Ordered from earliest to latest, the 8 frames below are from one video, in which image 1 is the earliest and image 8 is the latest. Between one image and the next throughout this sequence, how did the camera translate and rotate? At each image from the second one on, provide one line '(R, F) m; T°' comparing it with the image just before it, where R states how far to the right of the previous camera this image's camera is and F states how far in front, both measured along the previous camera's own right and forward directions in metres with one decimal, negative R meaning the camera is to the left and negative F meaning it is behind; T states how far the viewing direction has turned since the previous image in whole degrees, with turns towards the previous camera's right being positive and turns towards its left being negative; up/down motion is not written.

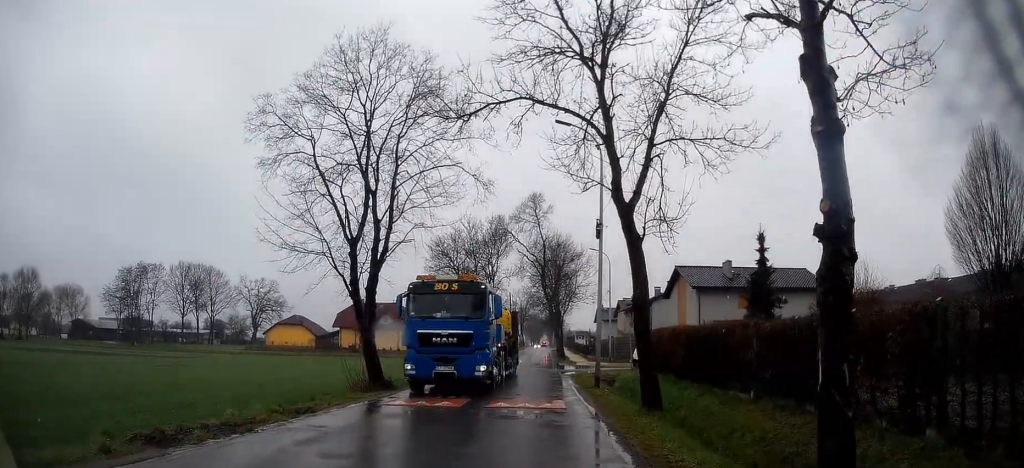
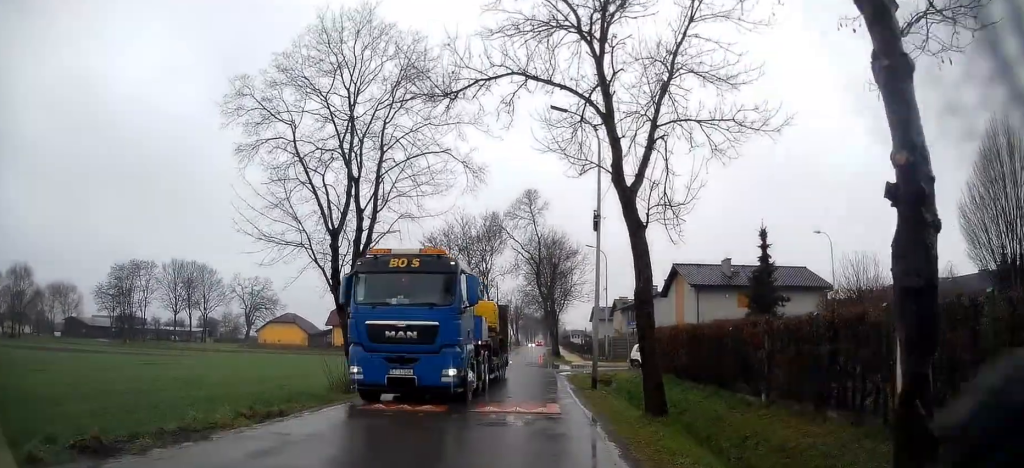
(0.0, +1.3) m; 0°
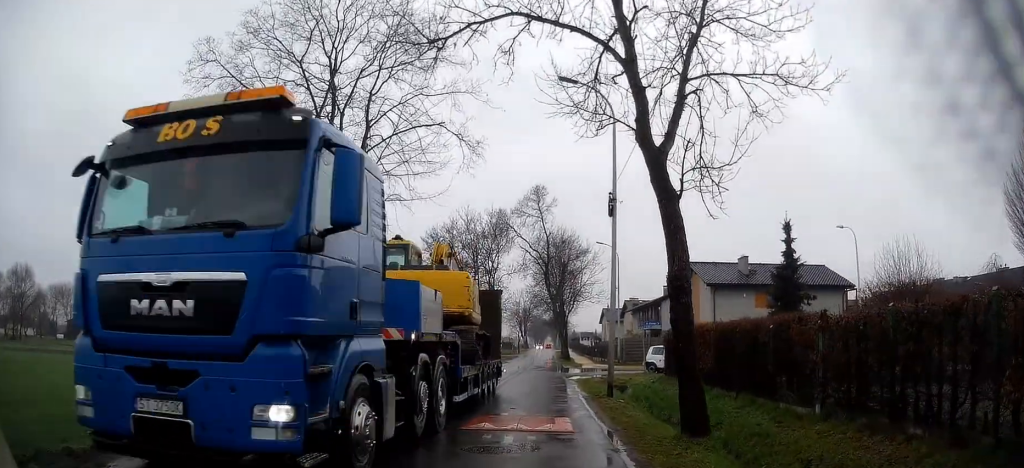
(0.0, +2.2) m; -2°
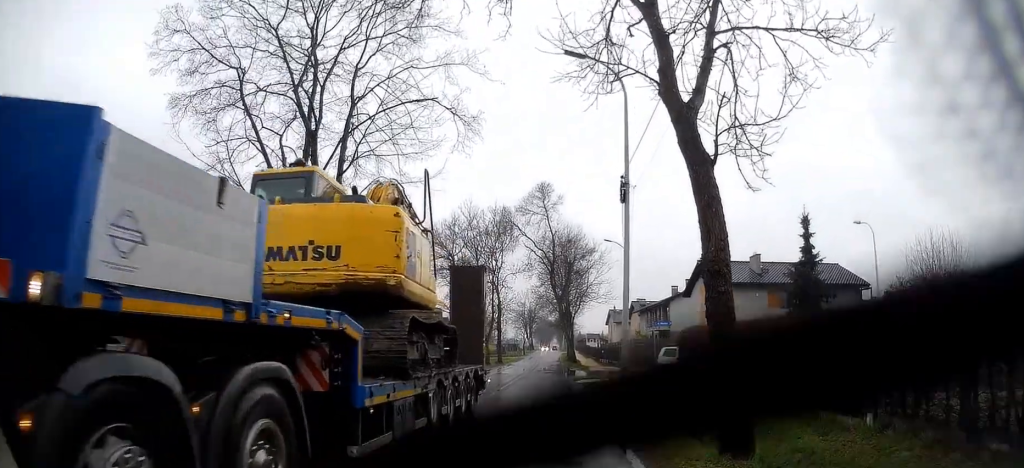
(-0.1, +1.5) m; -4°
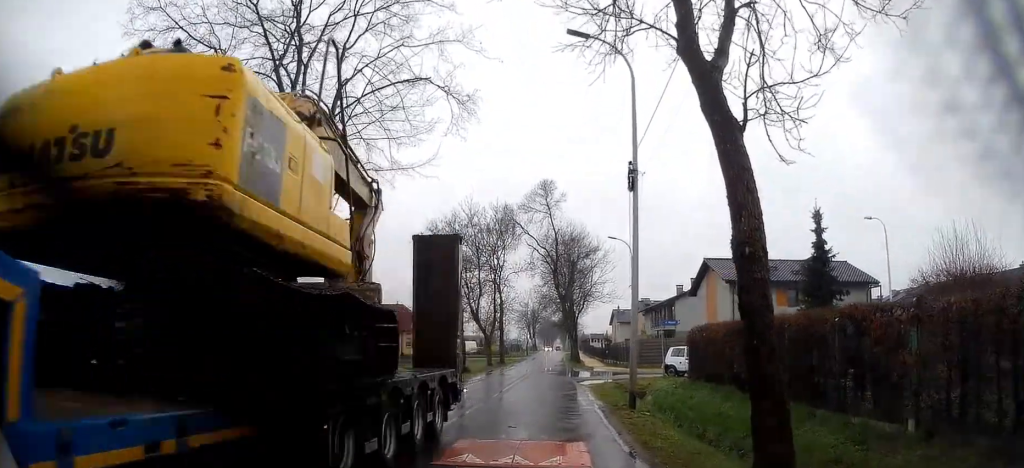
(0.0, +1.0) m; -2°
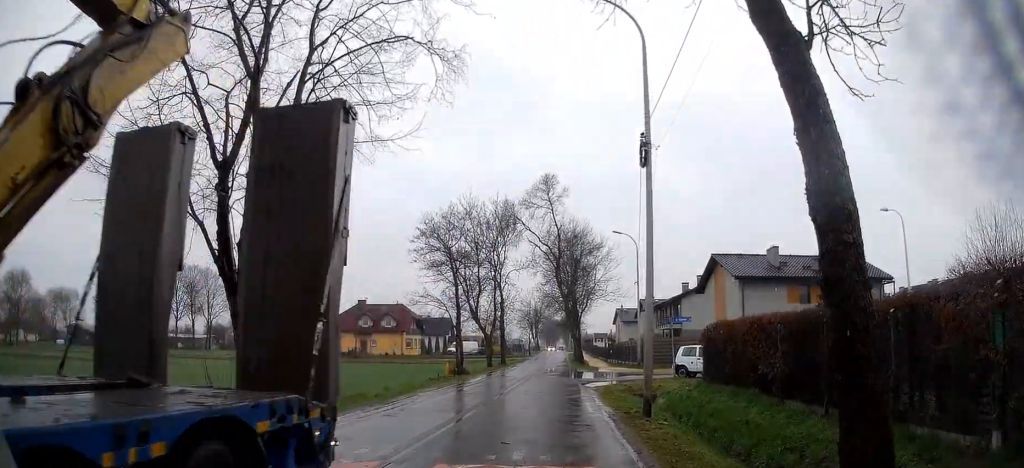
(0.0, +1.7) m; +2°
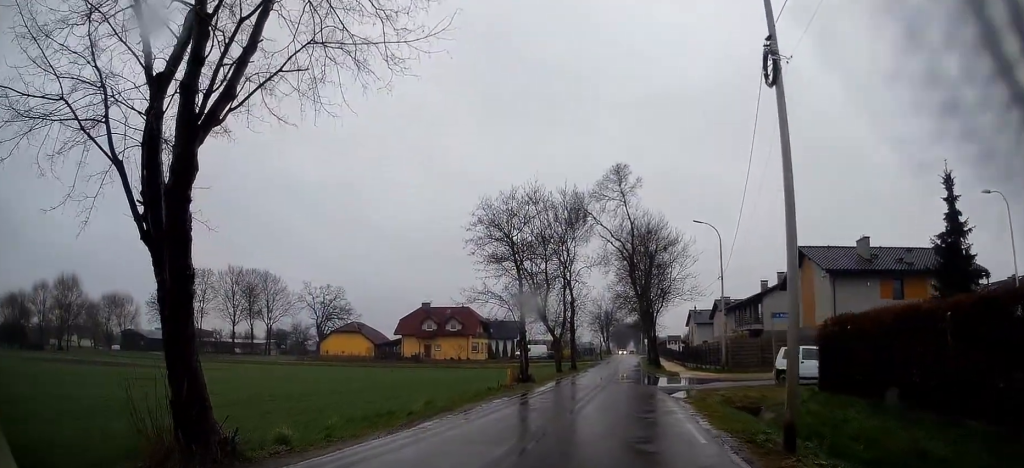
(+0.1, +4.0) m; -1°
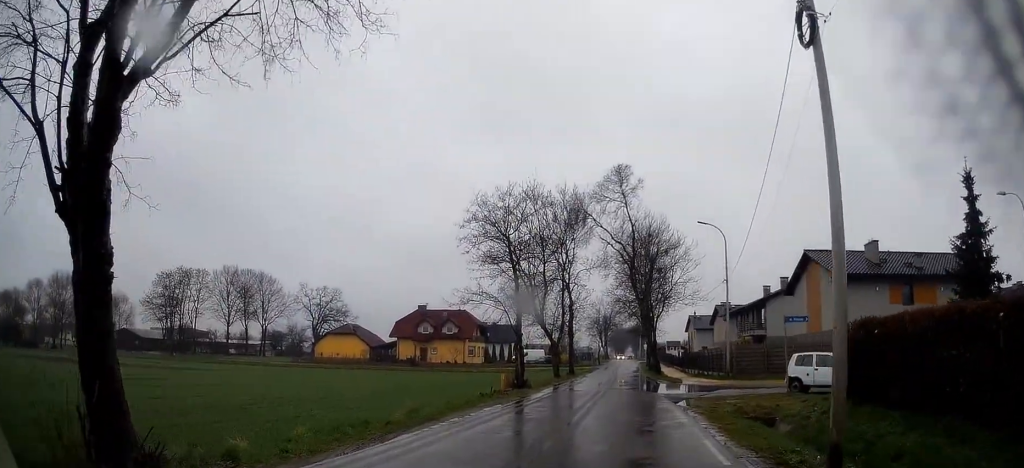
(0.0, +1.5) m; -2°
